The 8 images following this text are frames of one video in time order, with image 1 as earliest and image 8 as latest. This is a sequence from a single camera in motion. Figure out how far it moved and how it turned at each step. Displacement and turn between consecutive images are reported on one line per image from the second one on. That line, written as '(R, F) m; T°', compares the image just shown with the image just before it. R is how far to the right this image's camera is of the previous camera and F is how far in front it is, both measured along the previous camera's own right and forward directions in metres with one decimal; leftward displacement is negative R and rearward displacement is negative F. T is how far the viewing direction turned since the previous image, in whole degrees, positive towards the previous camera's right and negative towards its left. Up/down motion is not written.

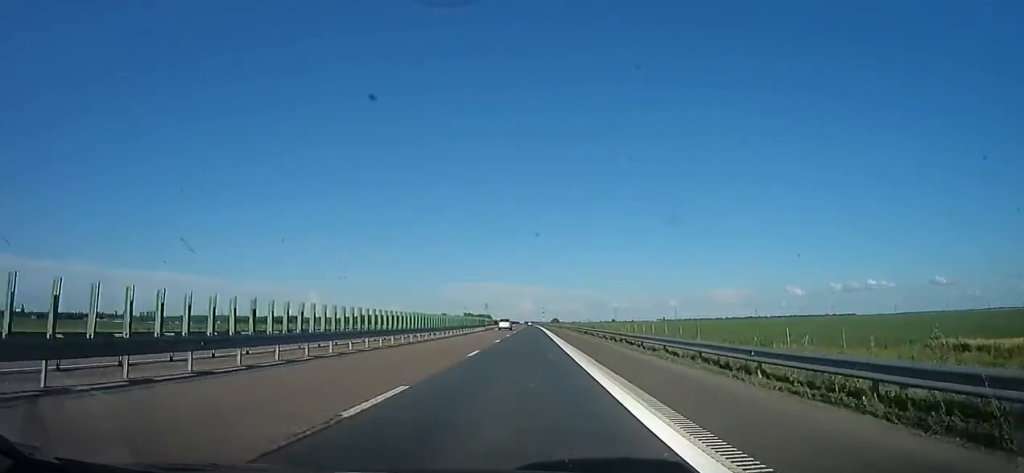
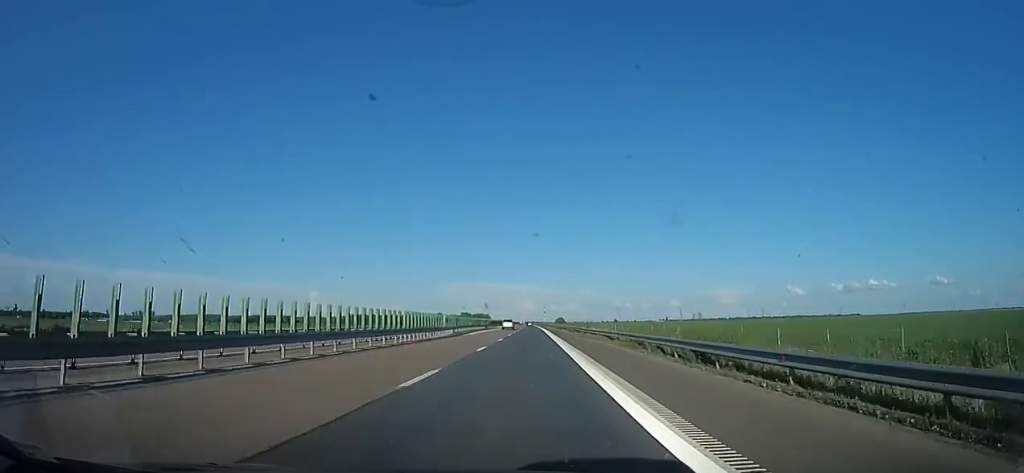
(-0.7, +33.8) m; -1°
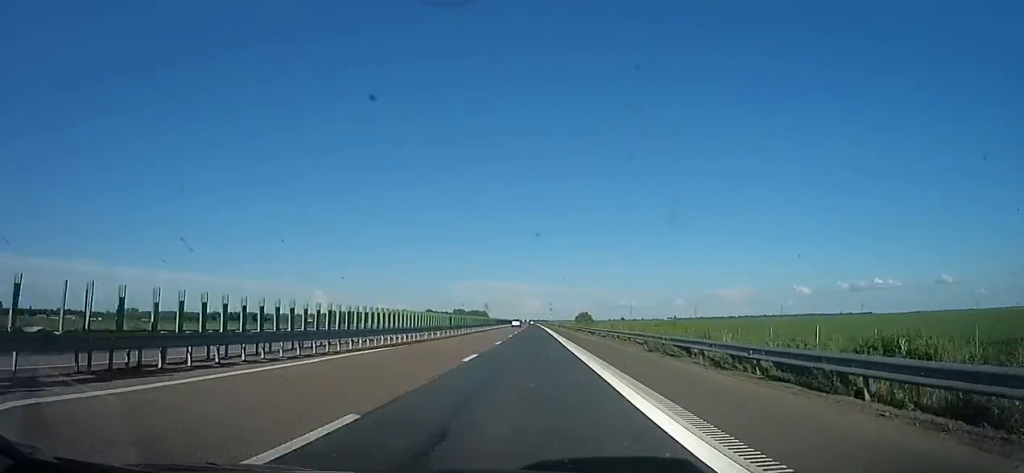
(-0.1, +77.3) m; -2°
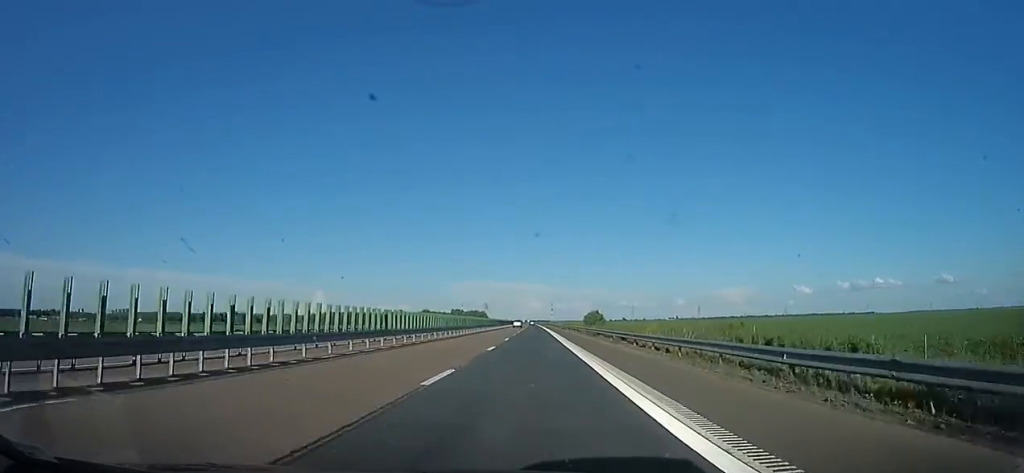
(-0.2, +17.3) m; 0°
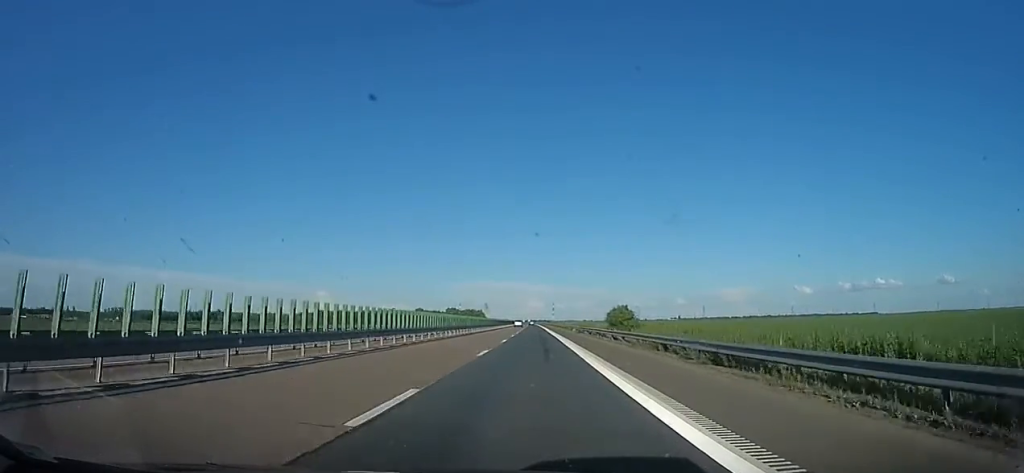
(-0.2, +27.9) m; +2°
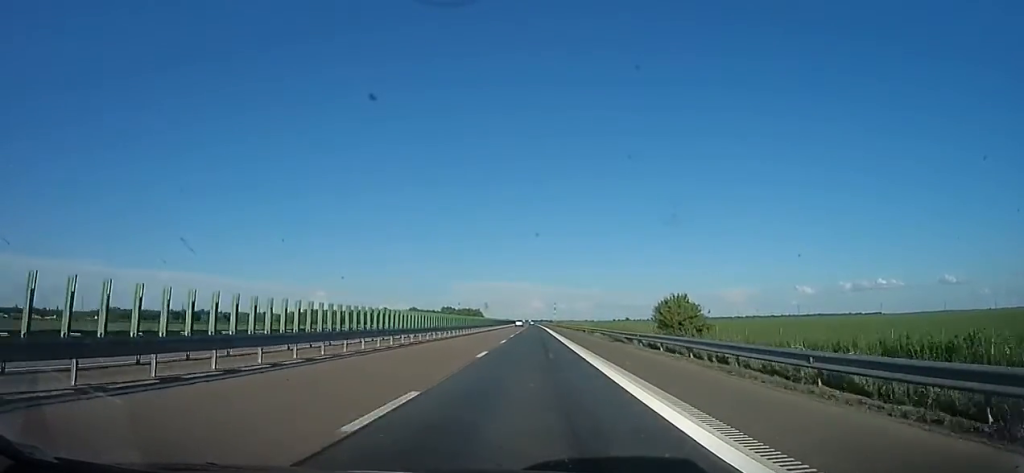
(+0.9, +24.4) m; 0°
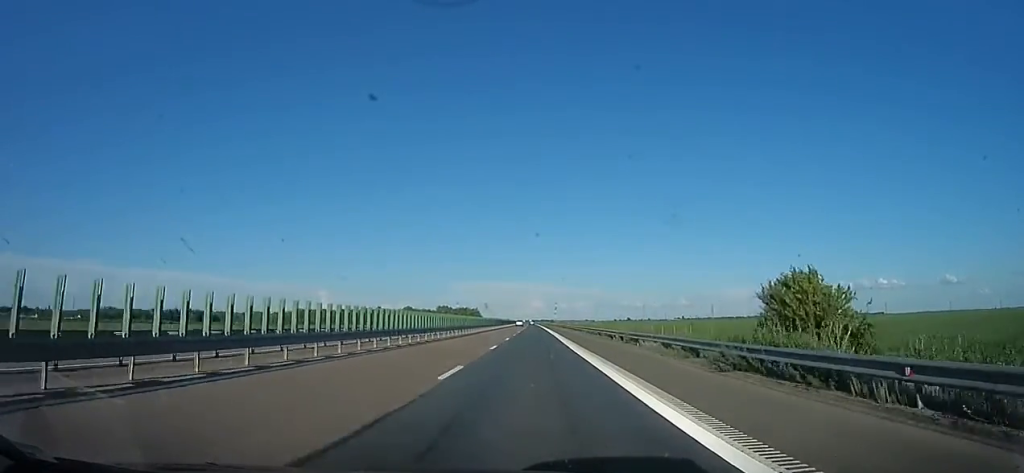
(+0.3, +18.5) m; 0°
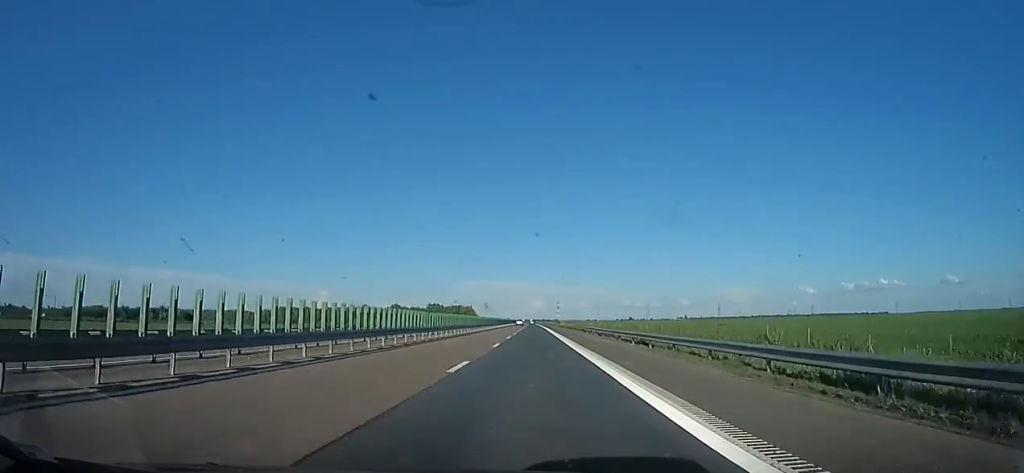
(-1.1, +34.9) m; 0°
